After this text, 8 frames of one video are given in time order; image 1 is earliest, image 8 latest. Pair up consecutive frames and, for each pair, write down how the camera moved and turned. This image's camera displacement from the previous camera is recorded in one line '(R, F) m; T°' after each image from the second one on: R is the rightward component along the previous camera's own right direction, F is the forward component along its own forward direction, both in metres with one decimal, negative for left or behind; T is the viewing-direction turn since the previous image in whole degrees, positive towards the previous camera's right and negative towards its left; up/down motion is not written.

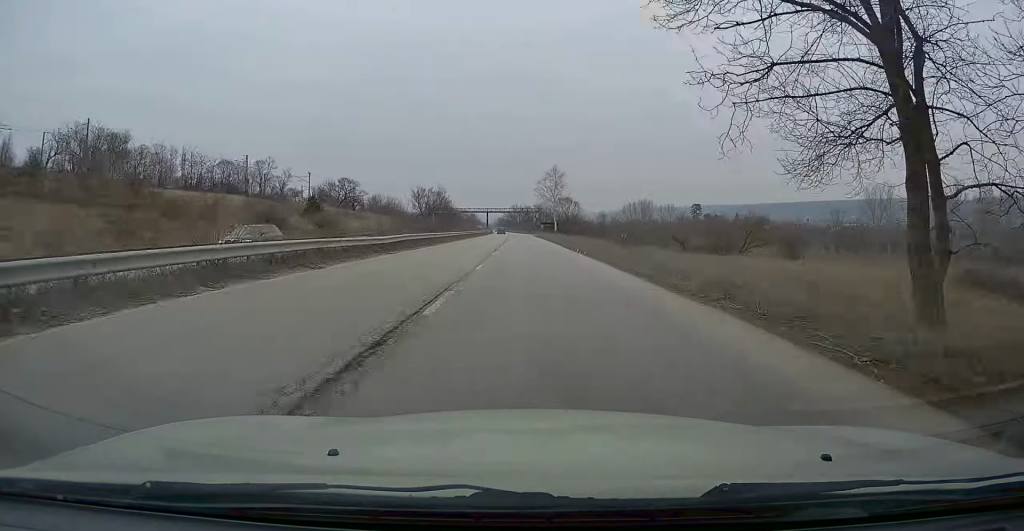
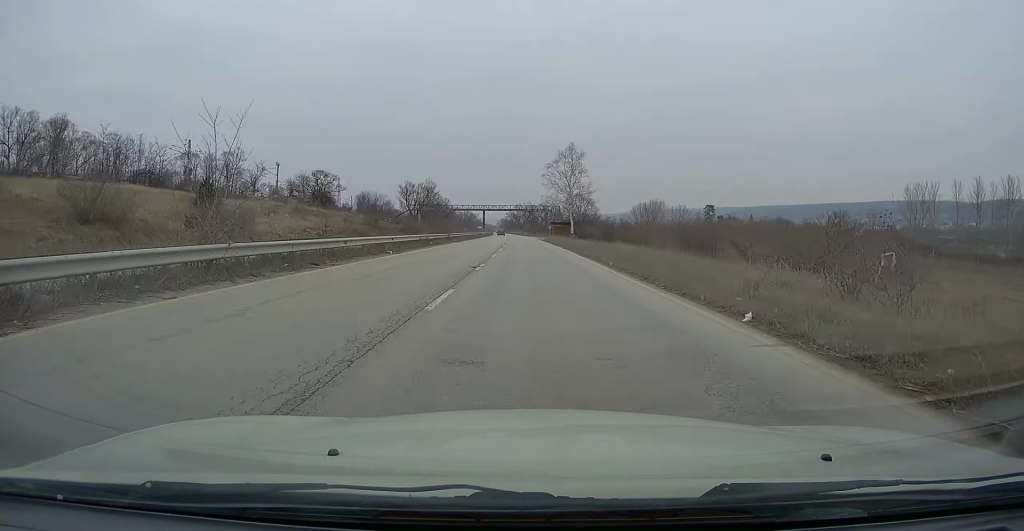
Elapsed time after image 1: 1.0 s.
(-0.1, +26.0) m; 0°
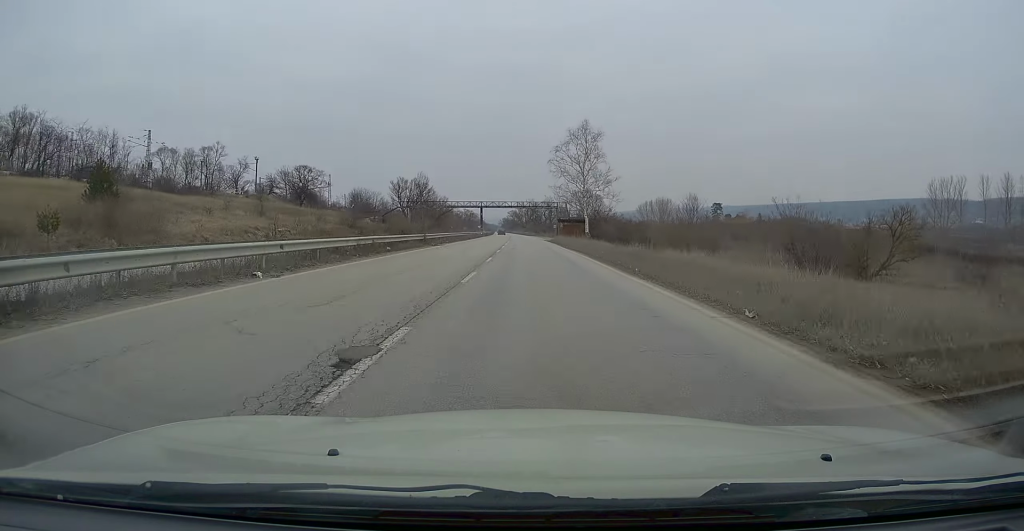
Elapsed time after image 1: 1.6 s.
(0.0, +13.4) m; 0°
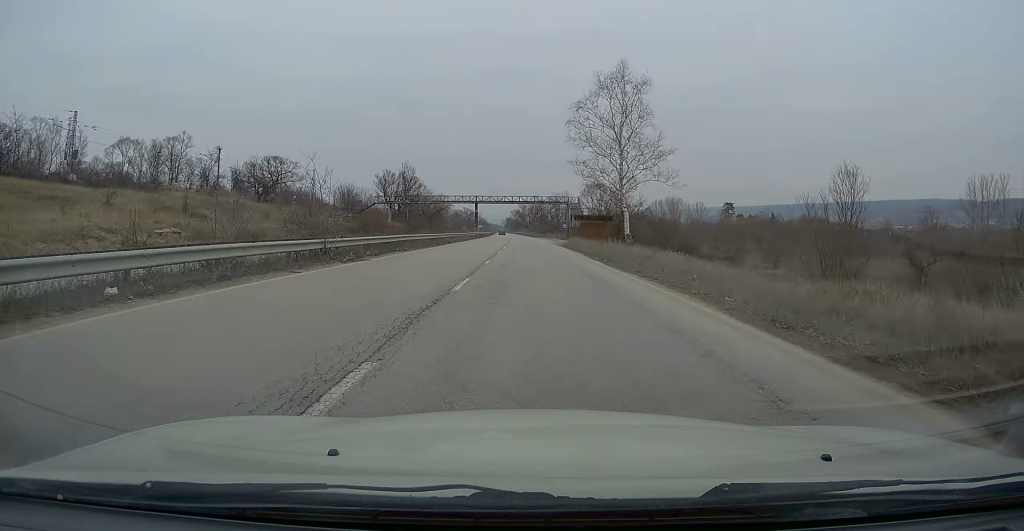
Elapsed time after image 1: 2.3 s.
(0.0, +19.5) m; -1°
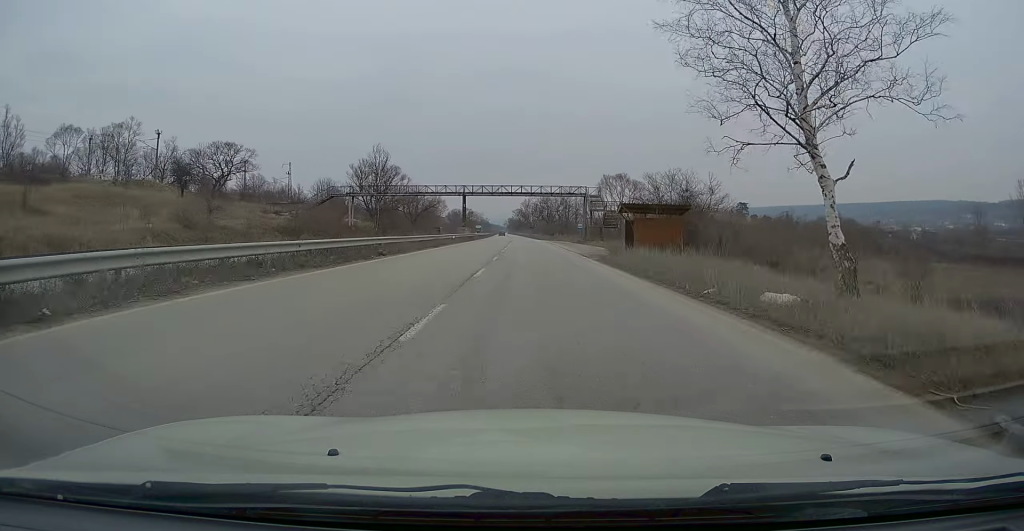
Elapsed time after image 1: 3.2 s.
(-0.3, +23.0) m; -1°
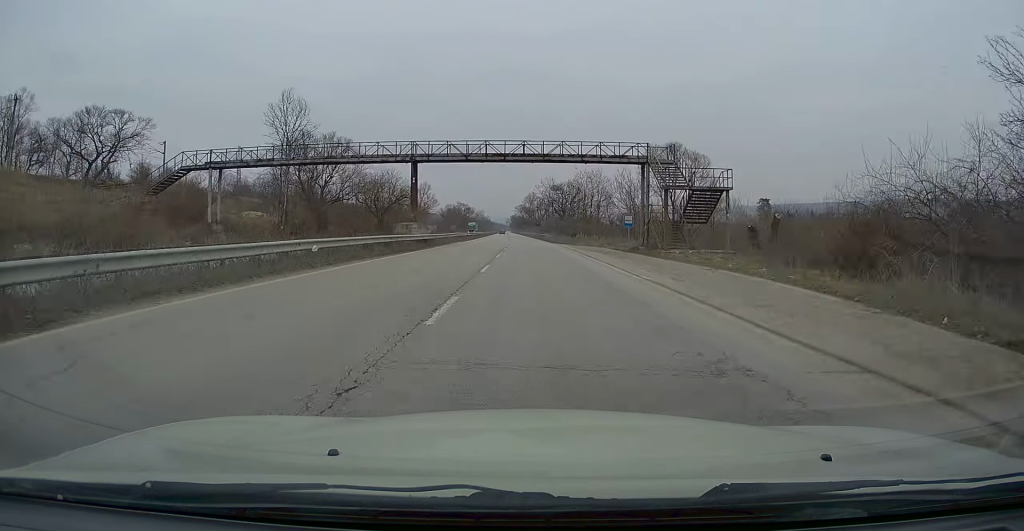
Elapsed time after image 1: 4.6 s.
(-0.2, +34.1) m; 0°
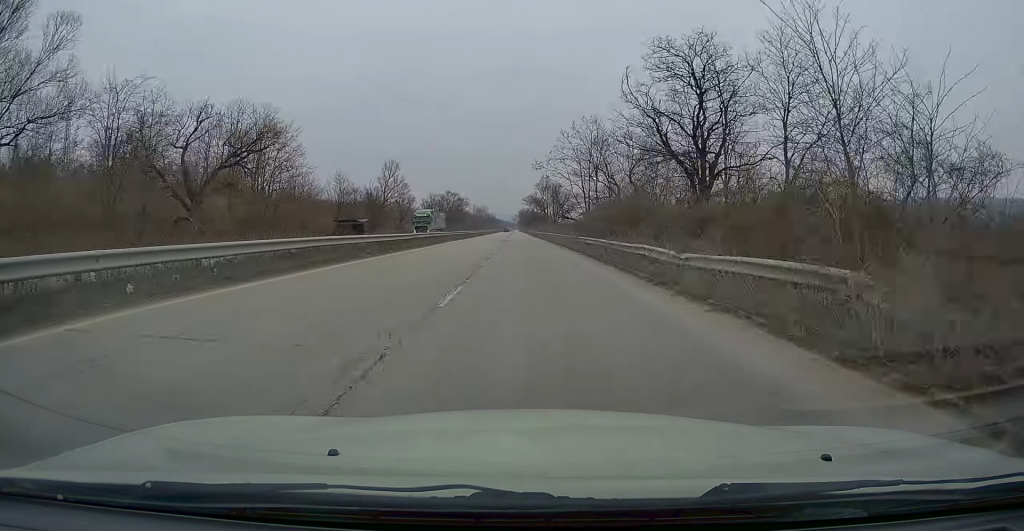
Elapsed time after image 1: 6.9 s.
(-0.1, +60.5) m; -1°
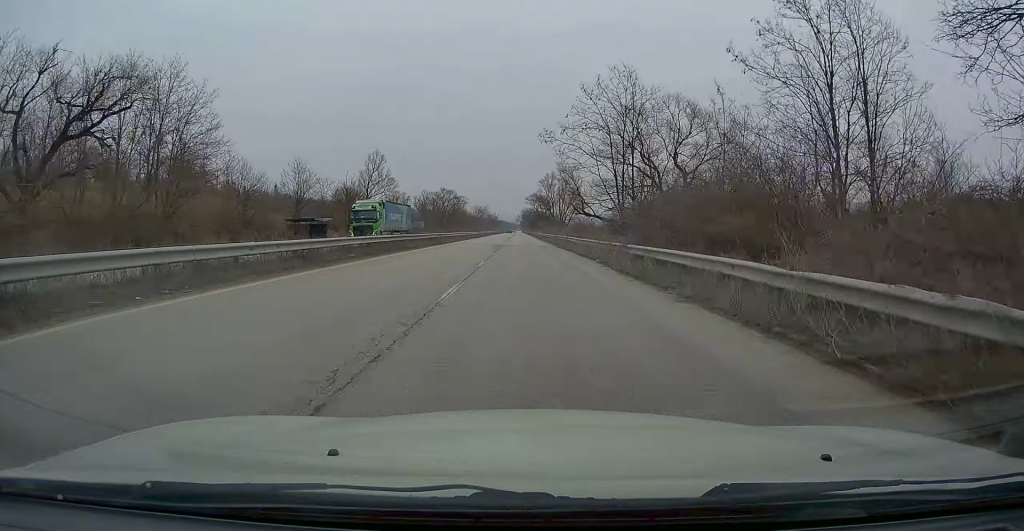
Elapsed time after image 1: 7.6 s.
(0.0, +17.0) m; 0°
